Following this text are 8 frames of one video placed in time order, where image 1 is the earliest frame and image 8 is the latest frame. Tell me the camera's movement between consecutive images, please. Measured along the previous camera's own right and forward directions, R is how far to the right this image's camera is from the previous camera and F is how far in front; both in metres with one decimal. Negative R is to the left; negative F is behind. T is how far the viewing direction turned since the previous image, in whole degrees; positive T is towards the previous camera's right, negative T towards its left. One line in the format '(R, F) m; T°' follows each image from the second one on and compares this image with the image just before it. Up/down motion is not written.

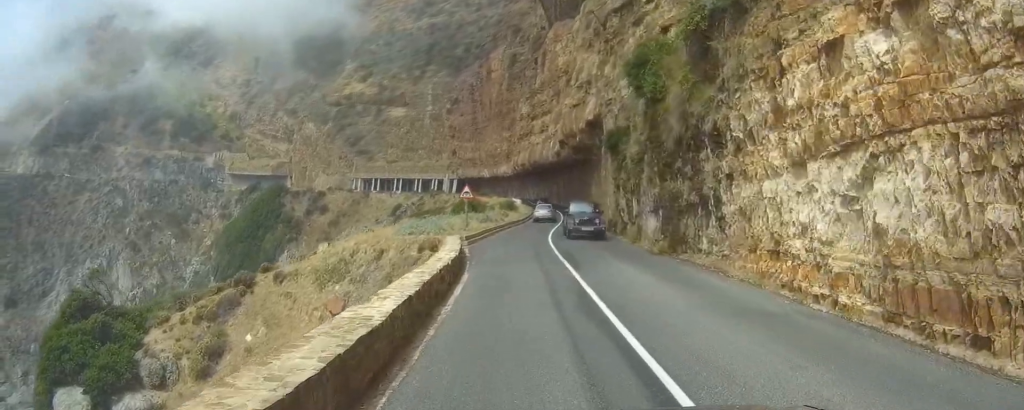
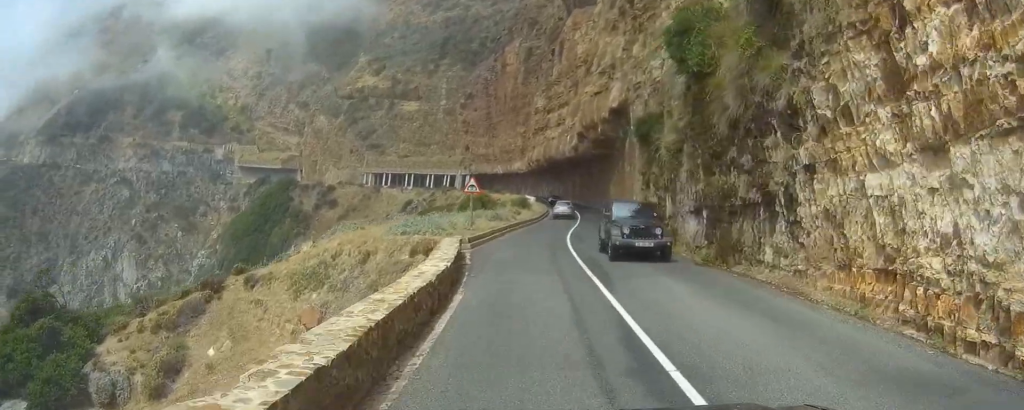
(-0.4, +5.3) m; -3°
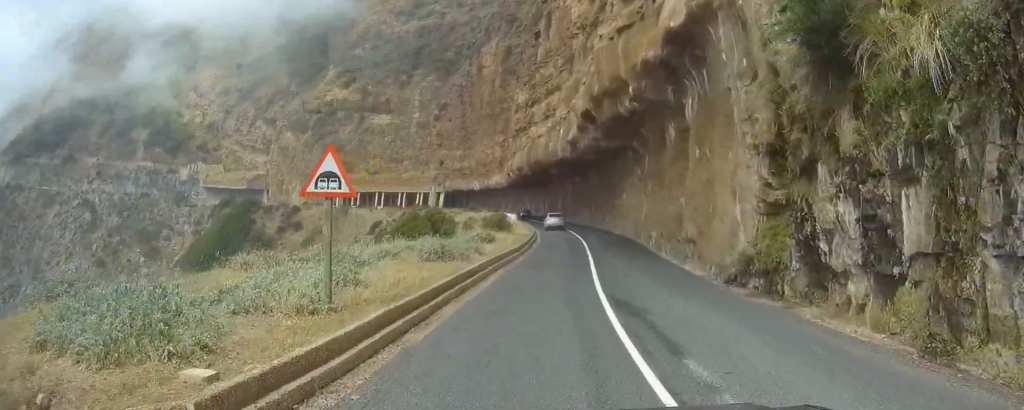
(-0.6, +21.1) m; -2°
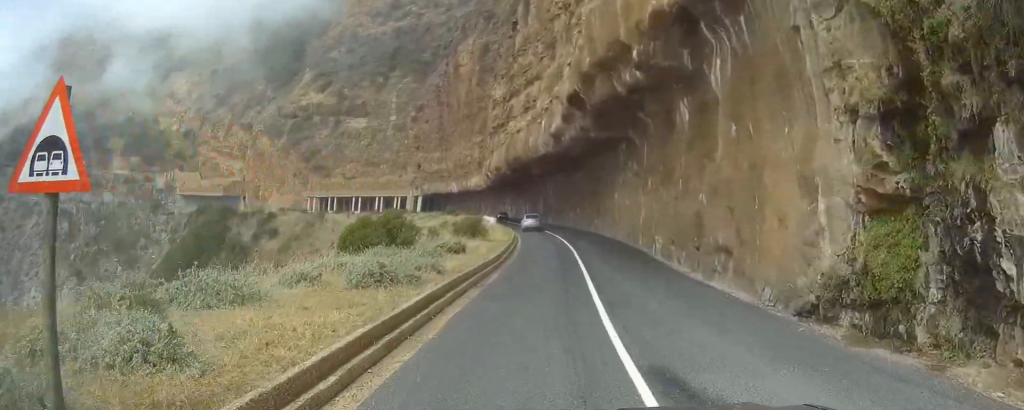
(0.0, +6.3) m; -2°
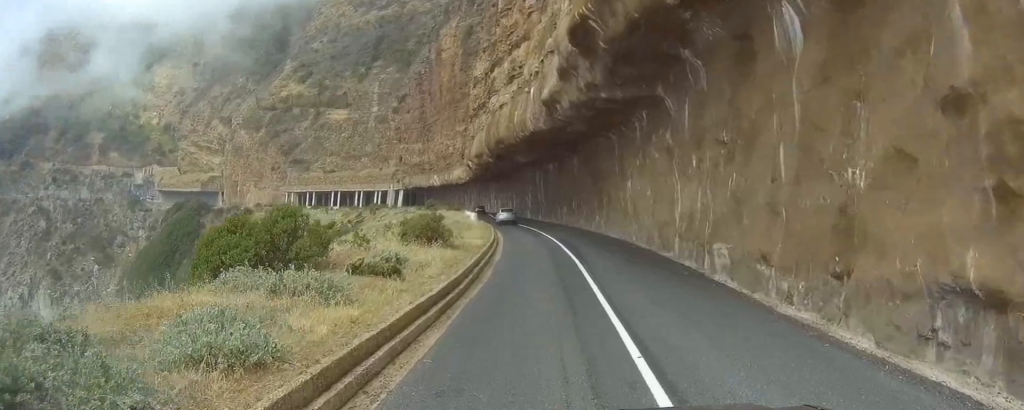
(-0.4, +11.2) m; -2°
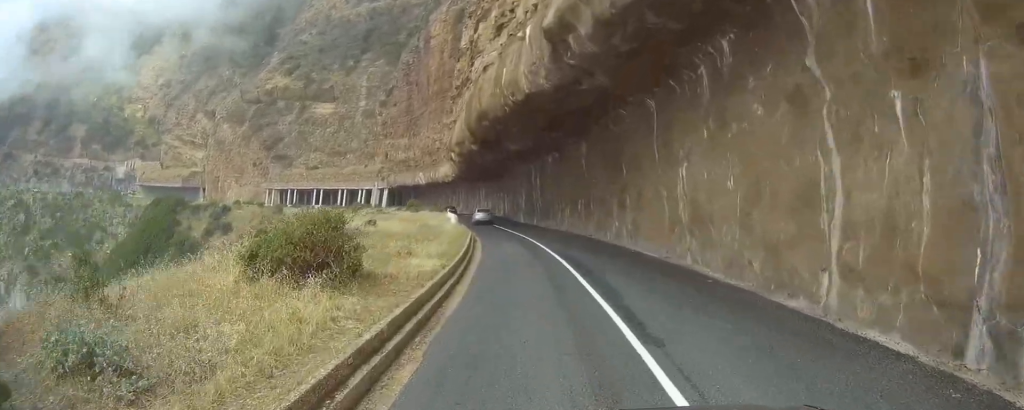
(-0.3, +12.5) m; -6°
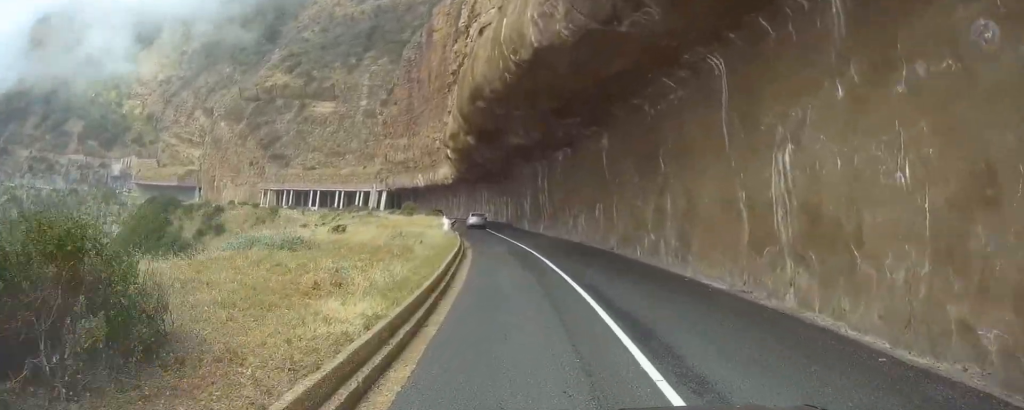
(-0.5, +7.7) m; -3°
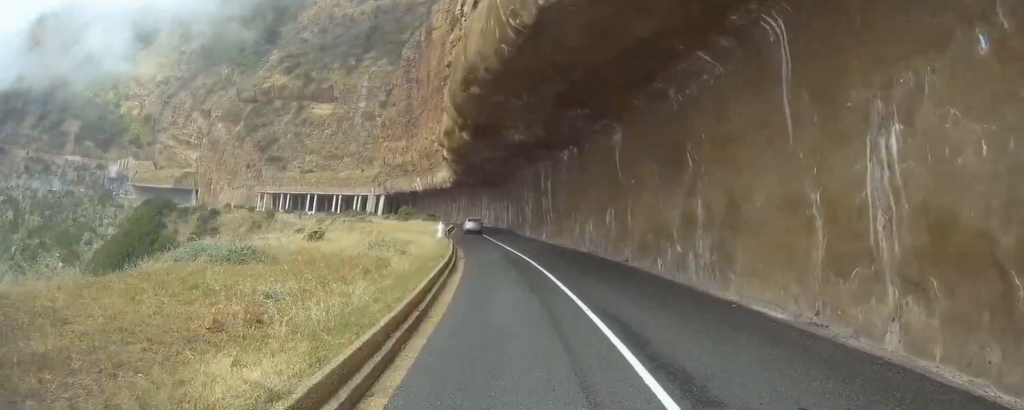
(-0.1, +3.8) m; +2°
